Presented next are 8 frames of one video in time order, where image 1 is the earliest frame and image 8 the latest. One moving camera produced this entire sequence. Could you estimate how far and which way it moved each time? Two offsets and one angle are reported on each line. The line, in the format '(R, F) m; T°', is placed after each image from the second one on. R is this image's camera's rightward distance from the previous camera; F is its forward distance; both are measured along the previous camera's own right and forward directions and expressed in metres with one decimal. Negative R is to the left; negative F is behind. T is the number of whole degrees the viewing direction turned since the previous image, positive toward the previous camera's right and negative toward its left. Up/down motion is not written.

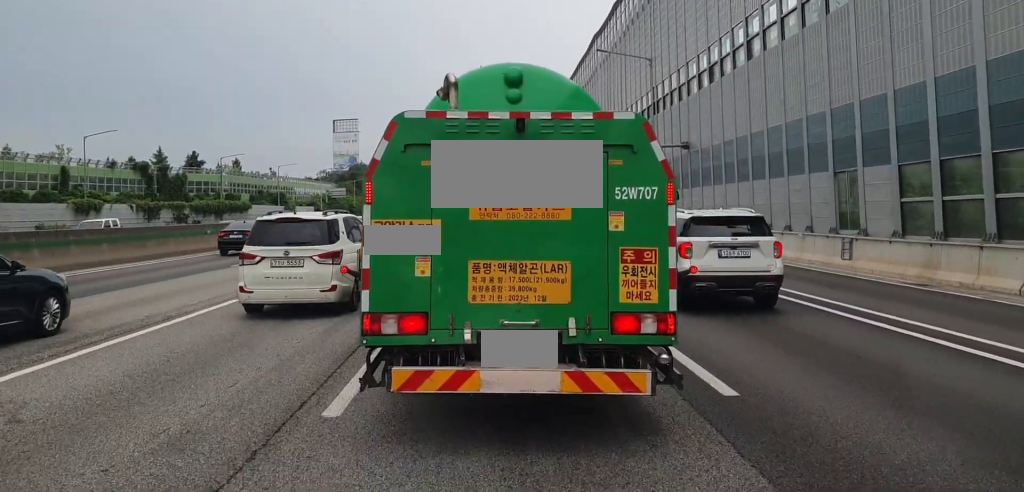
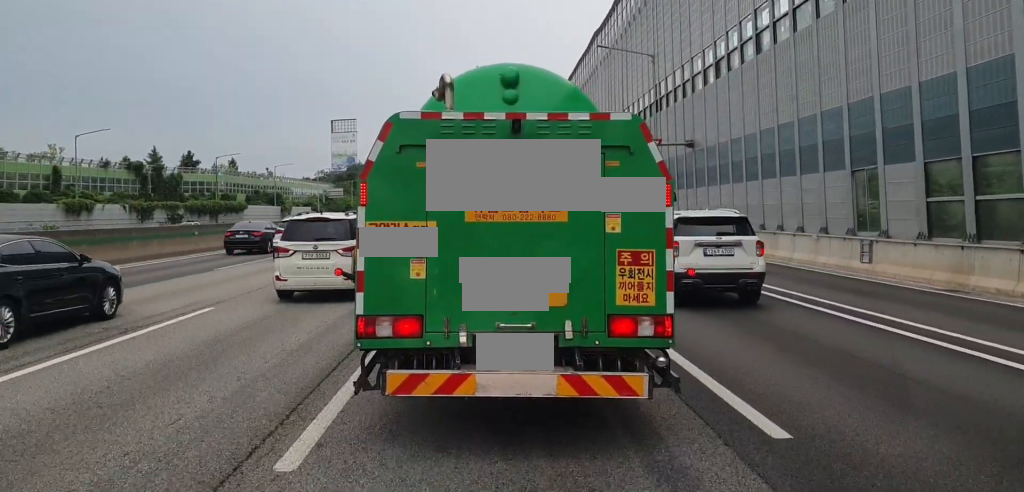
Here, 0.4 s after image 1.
(0.0, +1.5) m; 0°
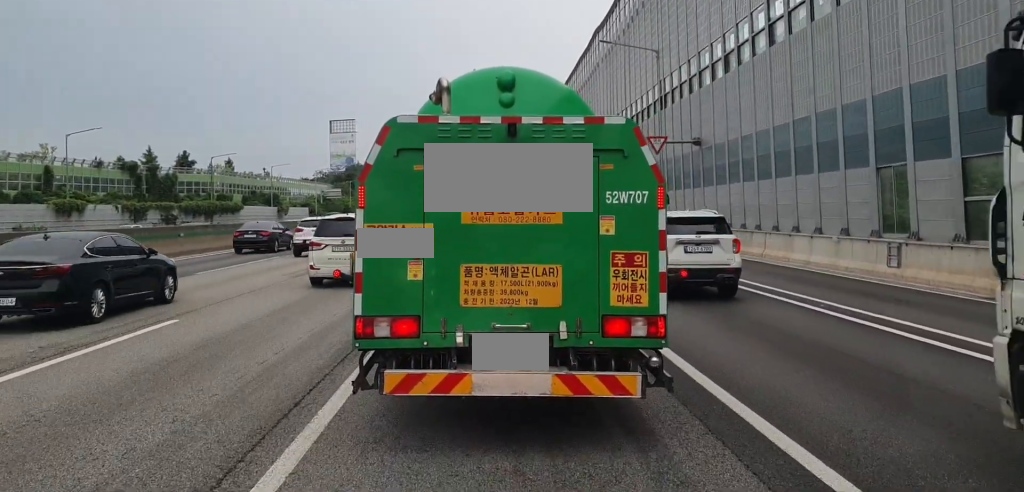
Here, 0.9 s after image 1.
(0.0, +1.7) m; 0°
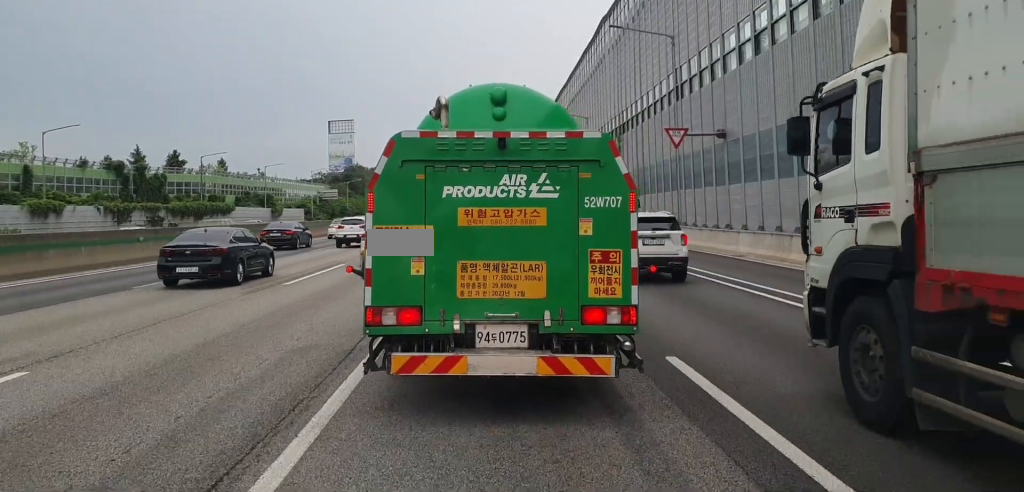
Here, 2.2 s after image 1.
(0.0, +4.2) m; 0°
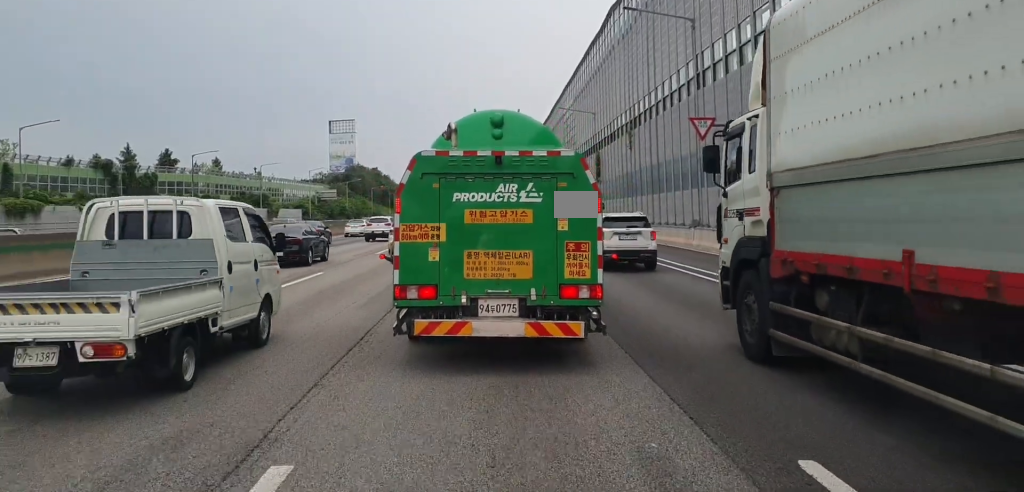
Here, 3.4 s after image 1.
(0.0, +4.1) m; 0°
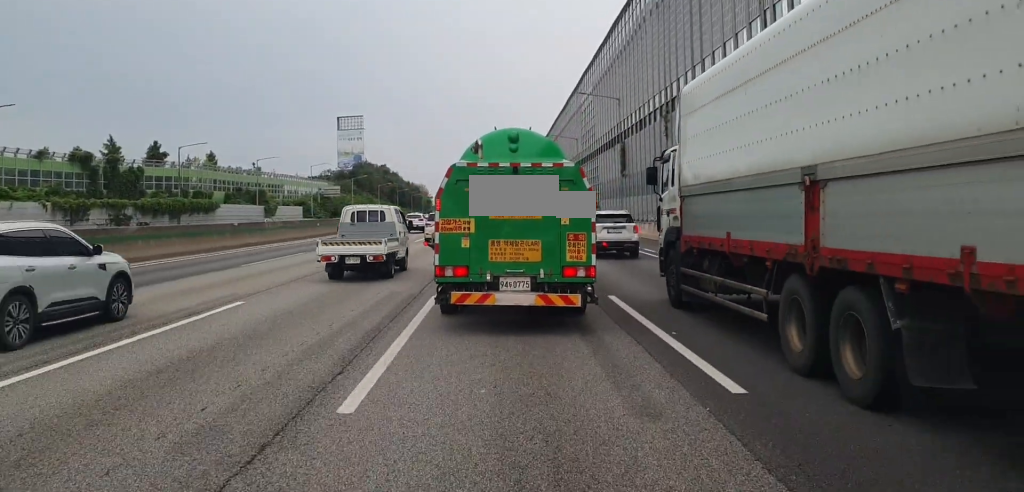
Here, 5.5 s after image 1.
(0.0, +8.7) m; 0°
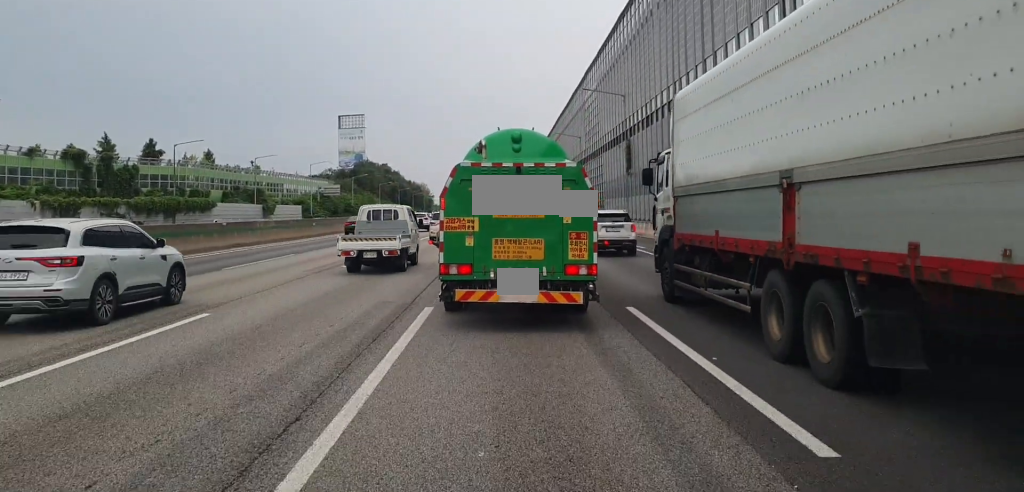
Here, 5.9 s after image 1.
(0.0, +1.9) m; 0°
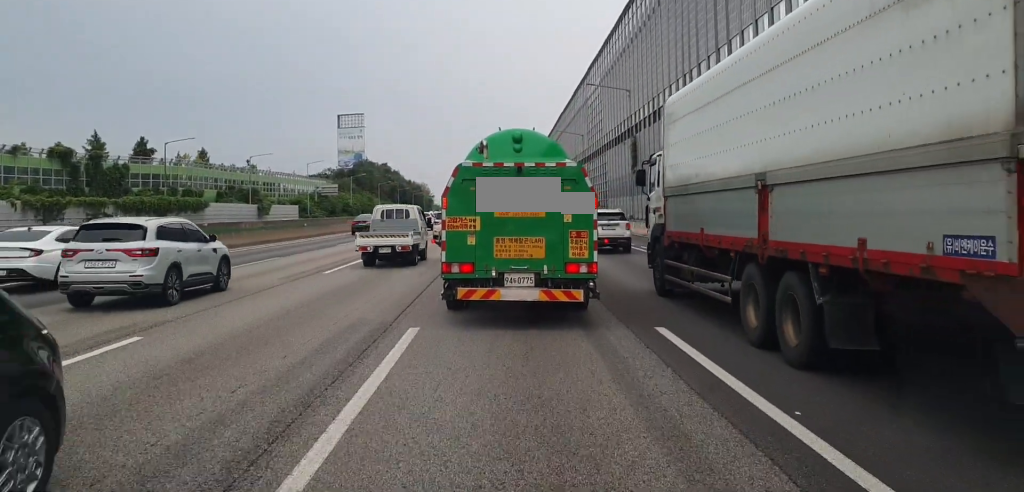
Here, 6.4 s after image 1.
(0.0, +2.5) m; 0°
